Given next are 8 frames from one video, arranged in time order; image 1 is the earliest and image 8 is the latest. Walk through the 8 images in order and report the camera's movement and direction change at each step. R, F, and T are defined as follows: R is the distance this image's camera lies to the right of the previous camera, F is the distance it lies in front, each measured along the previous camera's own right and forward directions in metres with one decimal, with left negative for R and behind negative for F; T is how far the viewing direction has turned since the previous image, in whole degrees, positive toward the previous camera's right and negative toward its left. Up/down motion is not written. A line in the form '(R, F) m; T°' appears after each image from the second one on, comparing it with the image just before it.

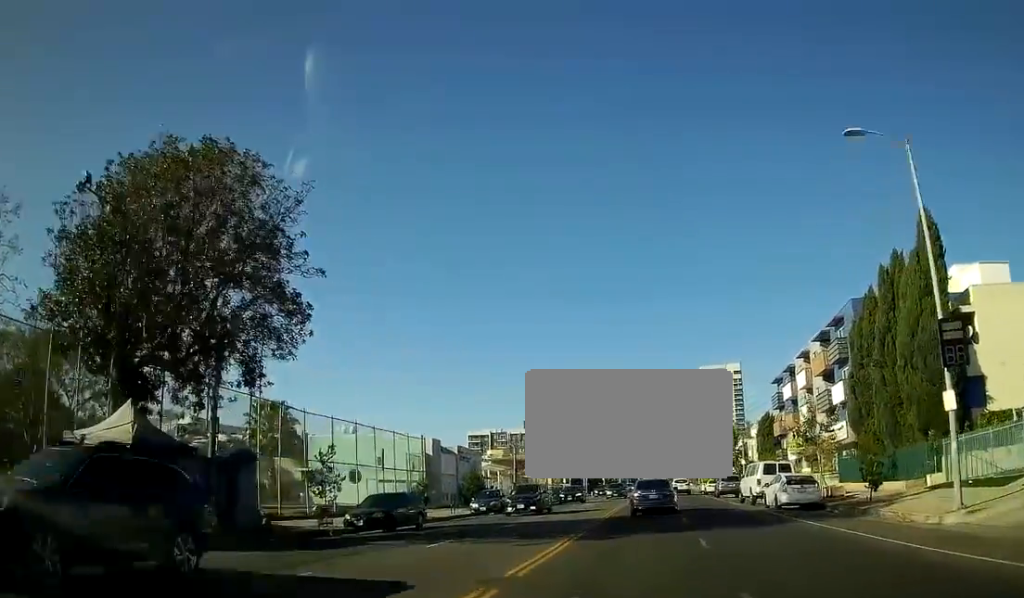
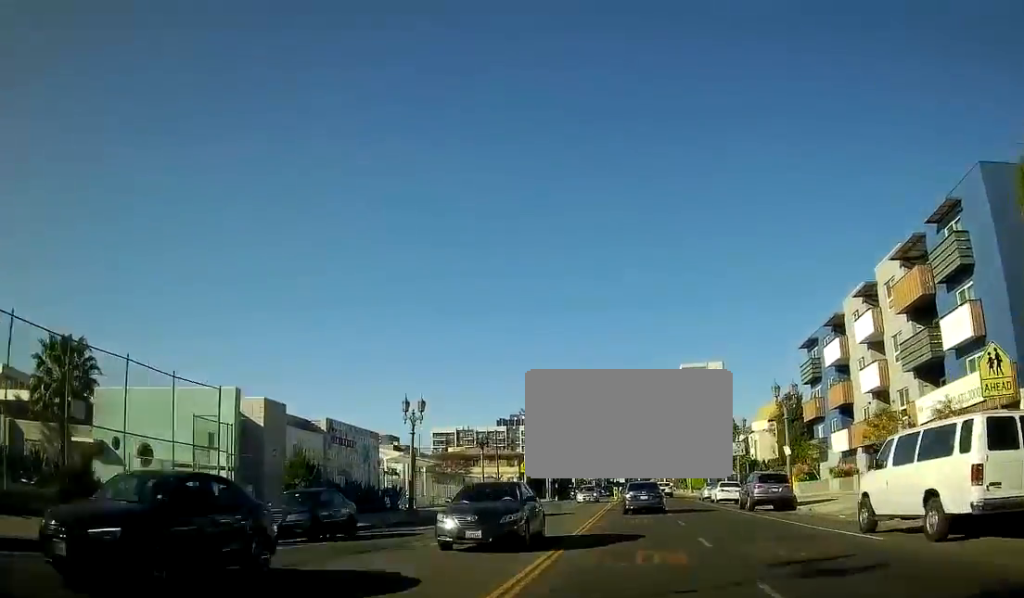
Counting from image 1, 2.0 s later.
(+0.2, +24.1) m; +1°
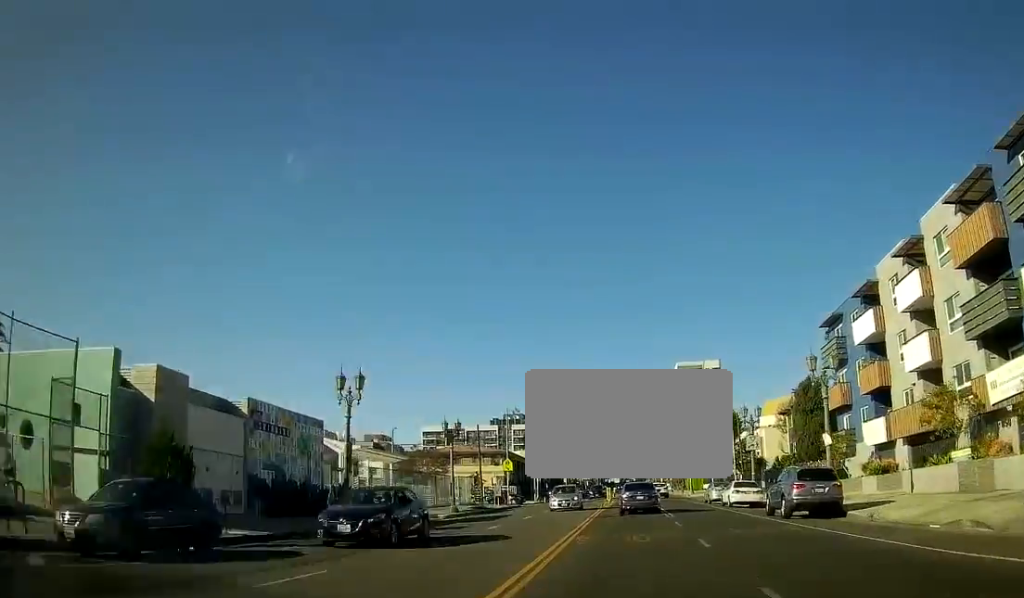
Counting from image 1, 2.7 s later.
(0.0, +8.6) m; +1°
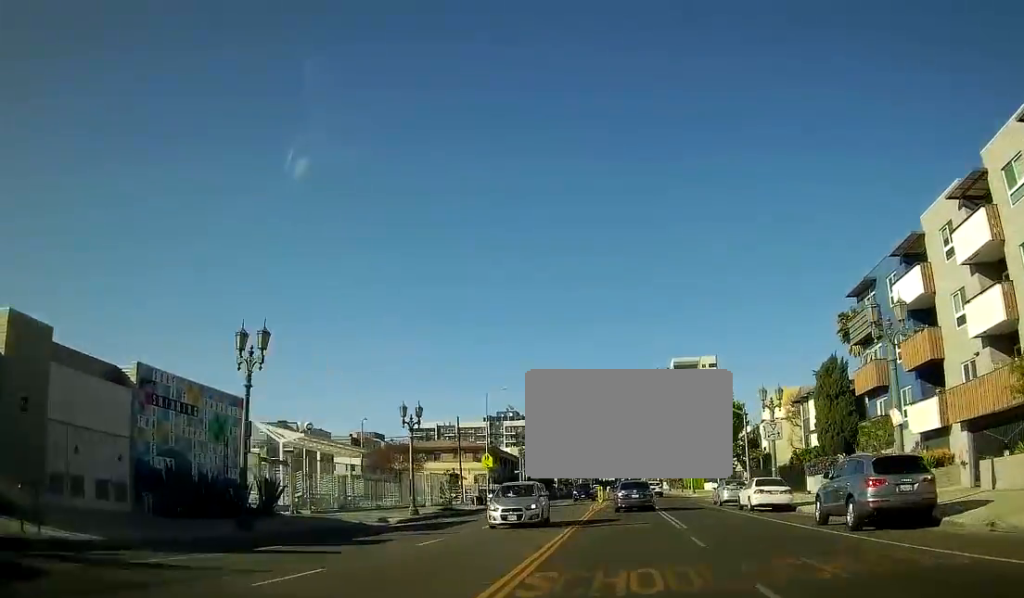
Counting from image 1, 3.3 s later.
(+0.1, +8.0) m; +1°
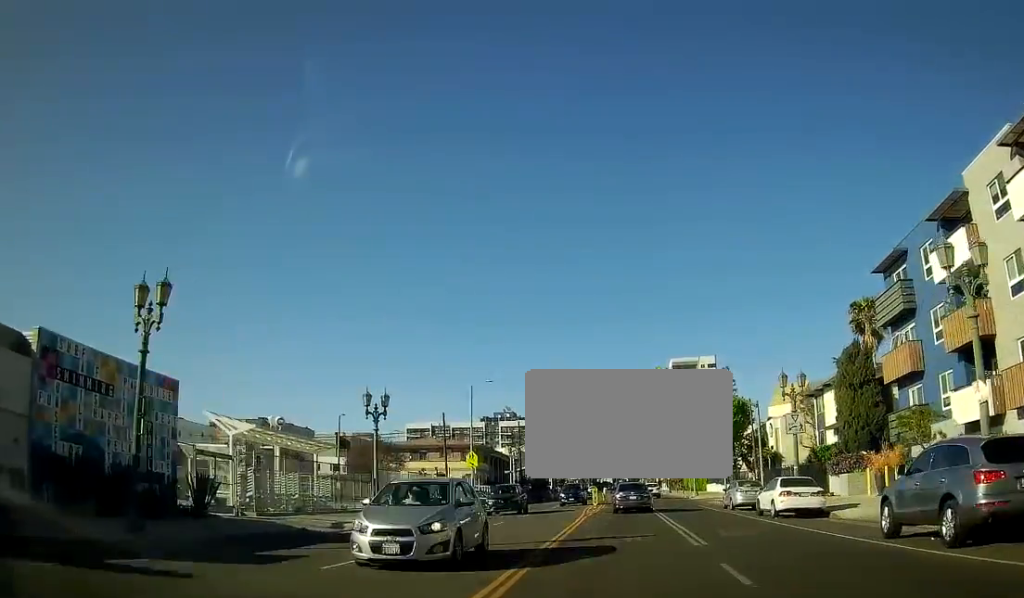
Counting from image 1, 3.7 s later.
(0.0, +5.5) m; 0°
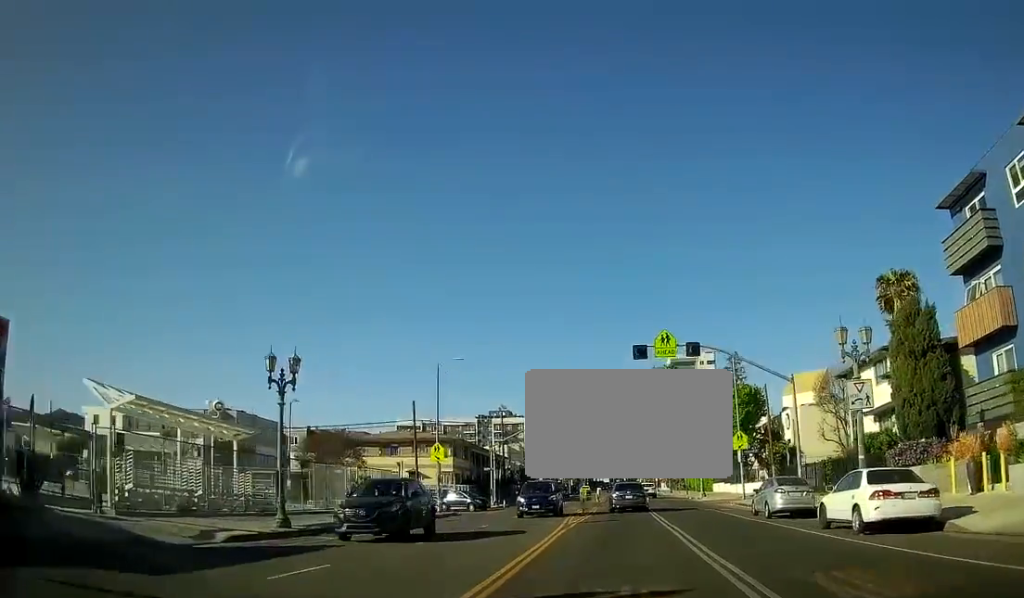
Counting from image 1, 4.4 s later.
(0.0, +10.2) m; 0°
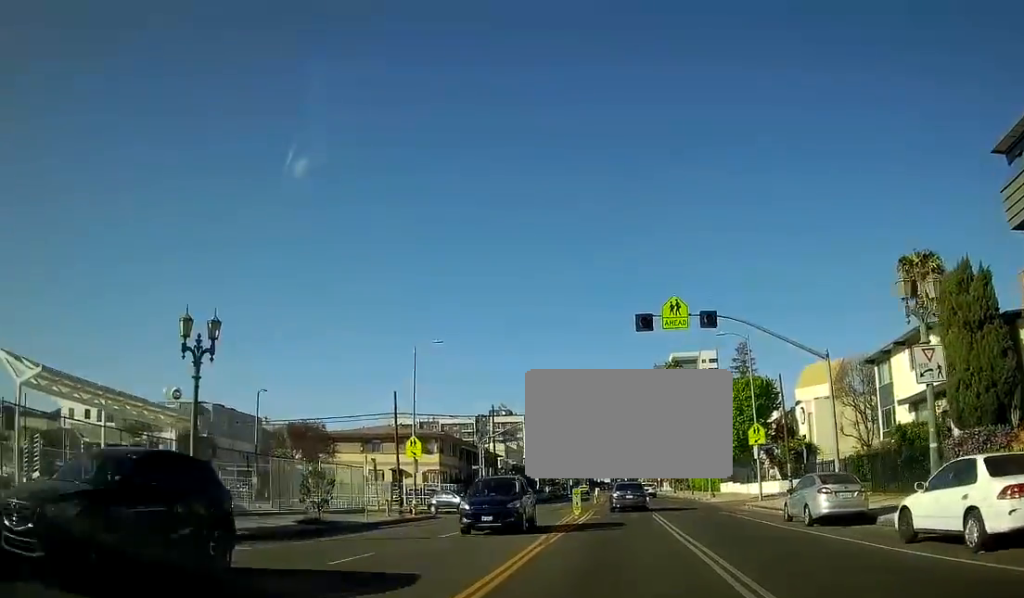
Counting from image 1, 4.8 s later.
(0.0, +6.2) m; 0°
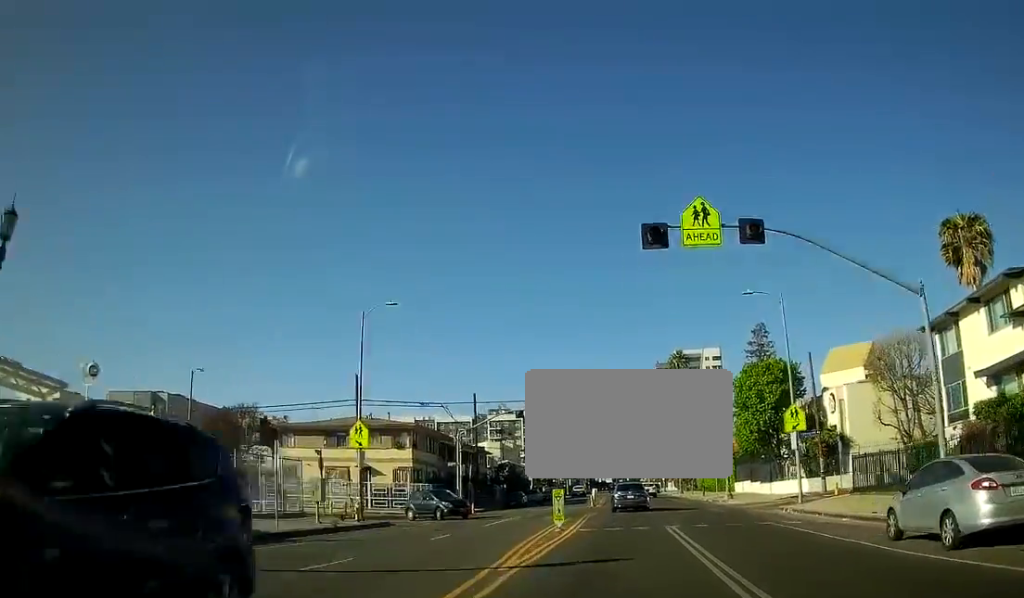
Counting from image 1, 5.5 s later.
(0.0, +9.2) m; 0°
